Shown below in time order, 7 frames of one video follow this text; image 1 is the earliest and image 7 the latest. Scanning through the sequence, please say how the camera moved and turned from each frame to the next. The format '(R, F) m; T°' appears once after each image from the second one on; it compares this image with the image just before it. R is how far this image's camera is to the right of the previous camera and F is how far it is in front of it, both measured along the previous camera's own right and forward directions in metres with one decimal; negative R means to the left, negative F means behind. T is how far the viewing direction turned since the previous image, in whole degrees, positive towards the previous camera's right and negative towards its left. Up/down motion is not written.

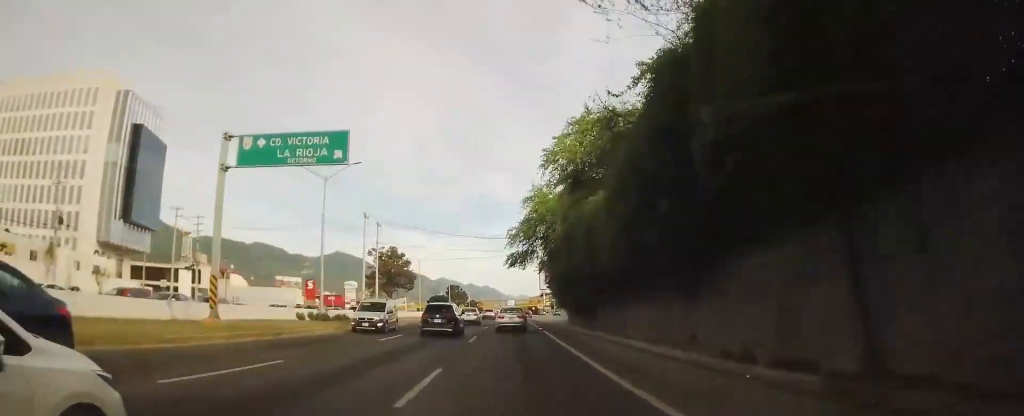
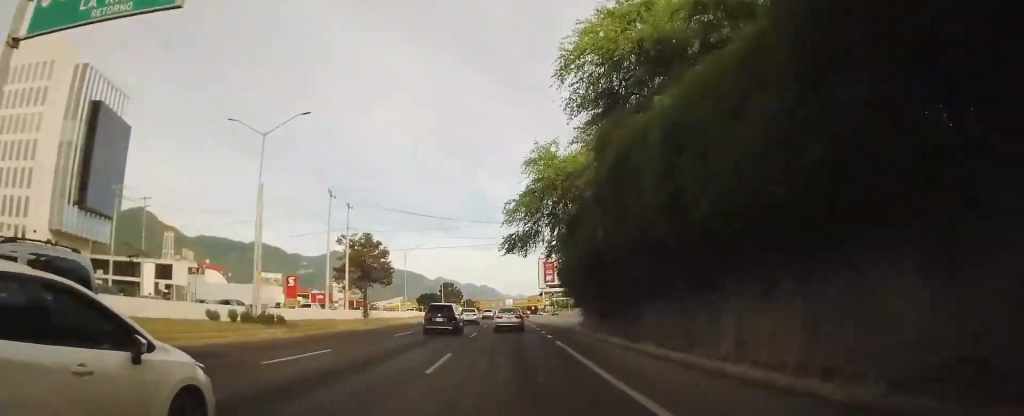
(-0.6, +10.9) m; 0°
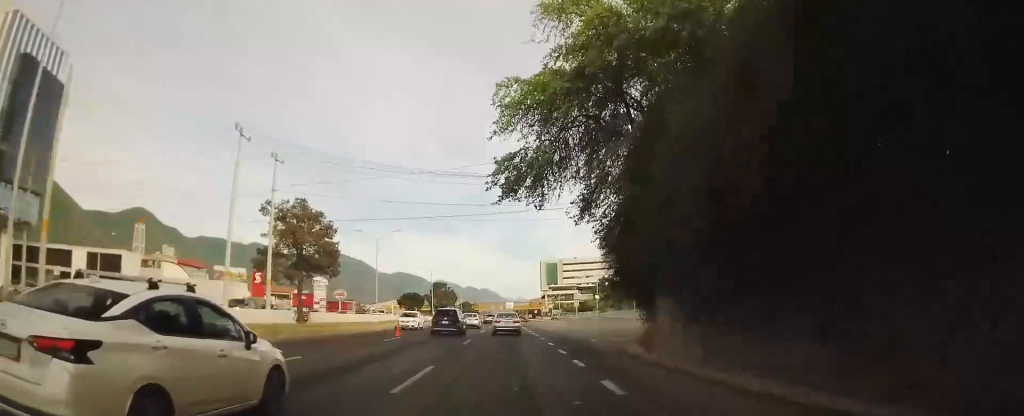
(+0.4, +17.0) m; +3°
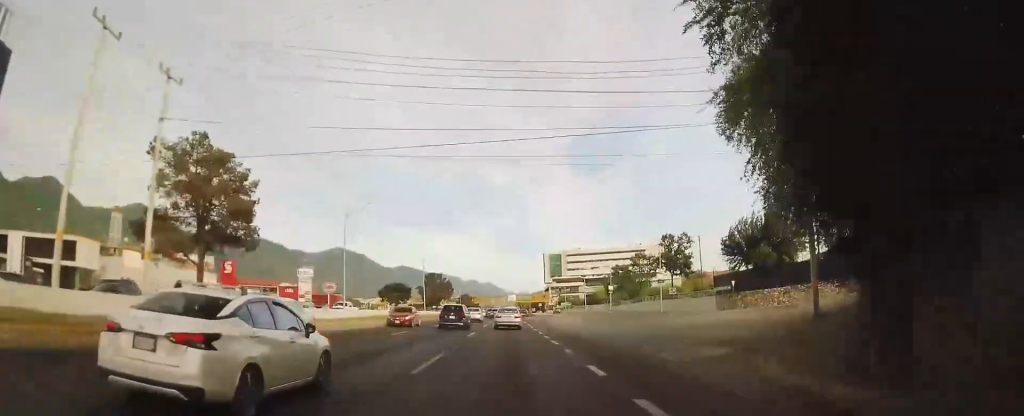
(+0.2, +12.7) m; +2°
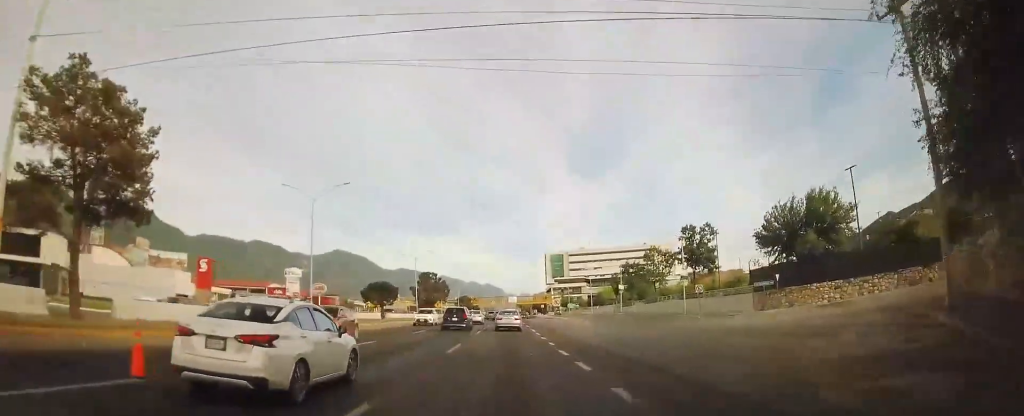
(+0.1, +8.2) m; 0°
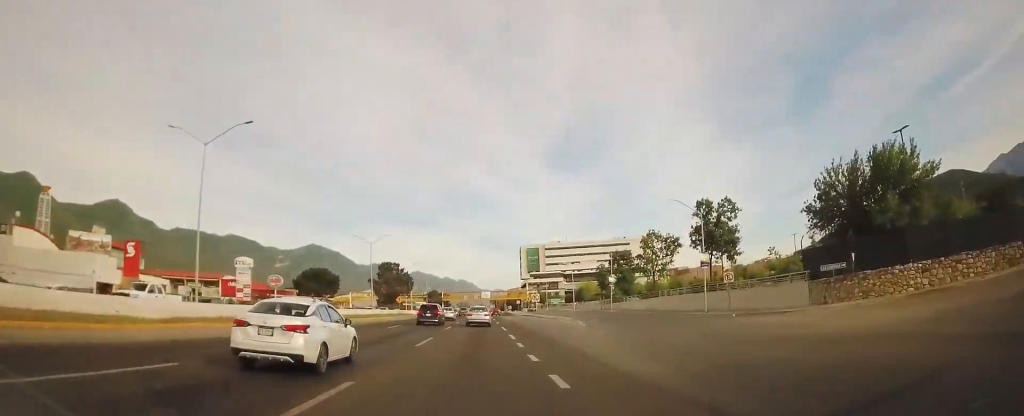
(+0.1, +12.3) m; -1°
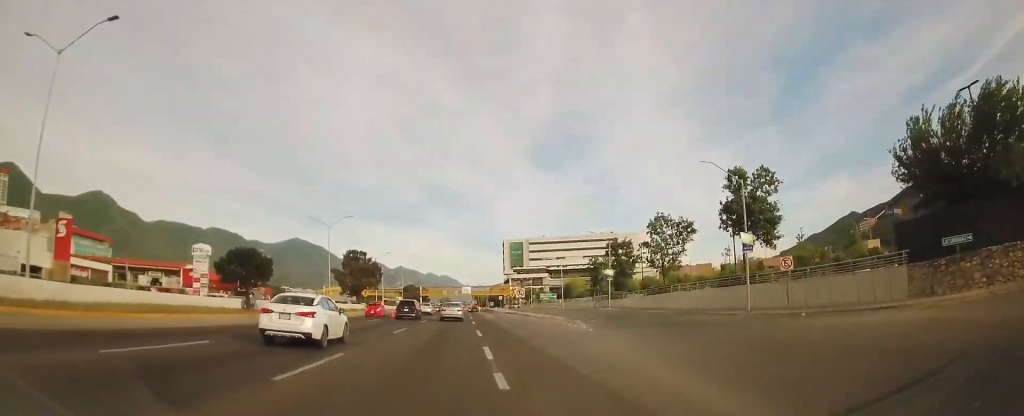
(-0.5, +10.4) m; +1°
